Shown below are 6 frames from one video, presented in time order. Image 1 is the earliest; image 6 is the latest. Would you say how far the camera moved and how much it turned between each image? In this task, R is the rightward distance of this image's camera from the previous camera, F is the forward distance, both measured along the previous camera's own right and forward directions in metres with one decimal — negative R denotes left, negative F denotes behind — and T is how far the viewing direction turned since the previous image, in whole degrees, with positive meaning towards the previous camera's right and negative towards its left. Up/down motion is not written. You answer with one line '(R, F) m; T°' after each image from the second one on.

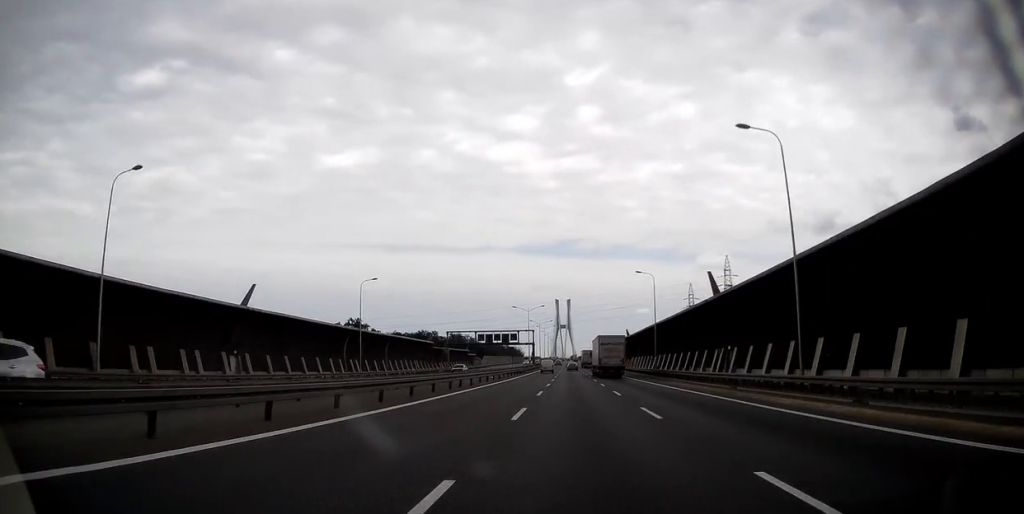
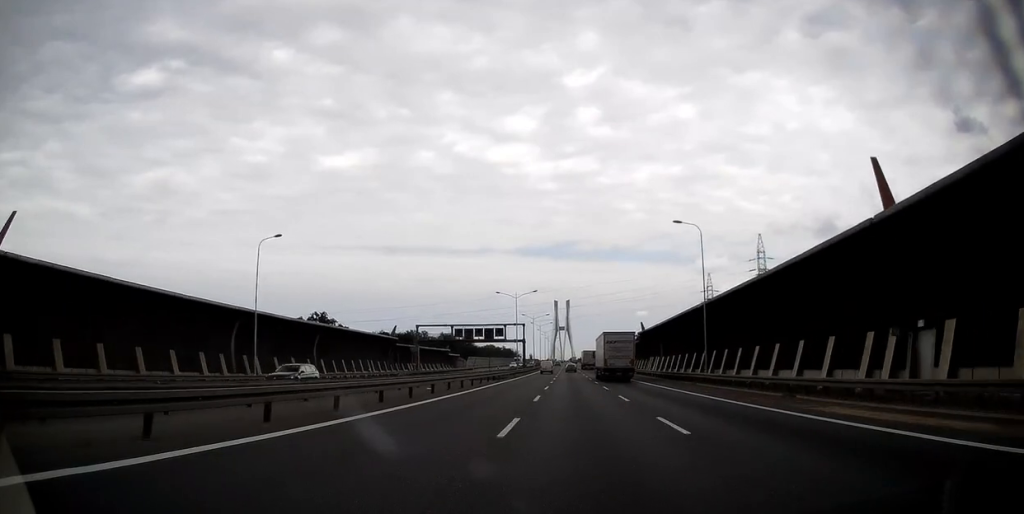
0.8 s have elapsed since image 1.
(0.0, +27.4) m; 0°
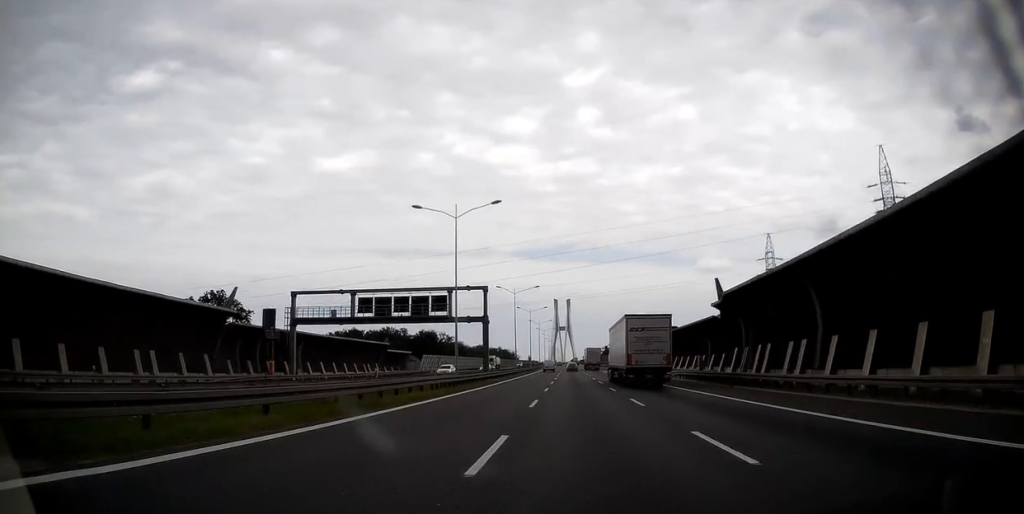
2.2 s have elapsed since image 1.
(+0.3, +52.2) m; 0°
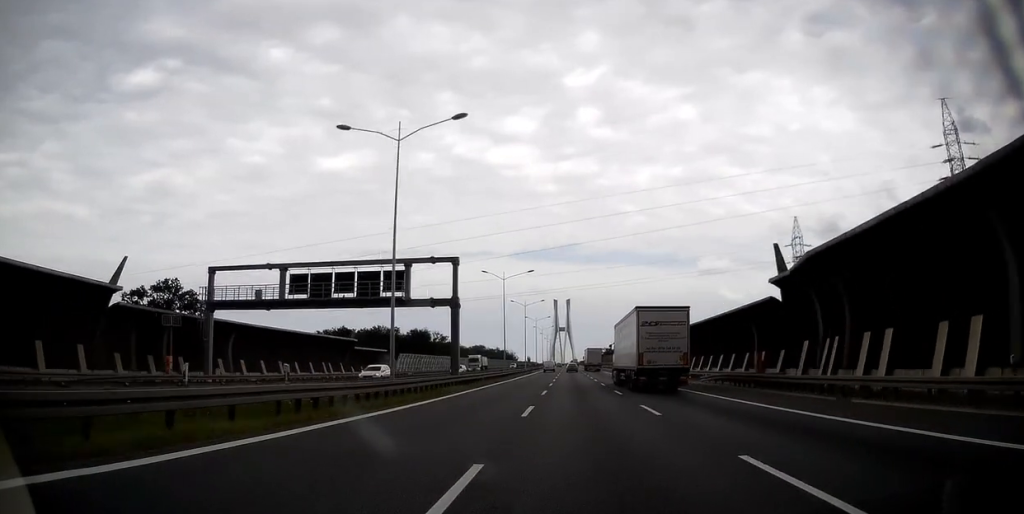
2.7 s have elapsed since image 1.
(0.0, +15.4) m; 0°
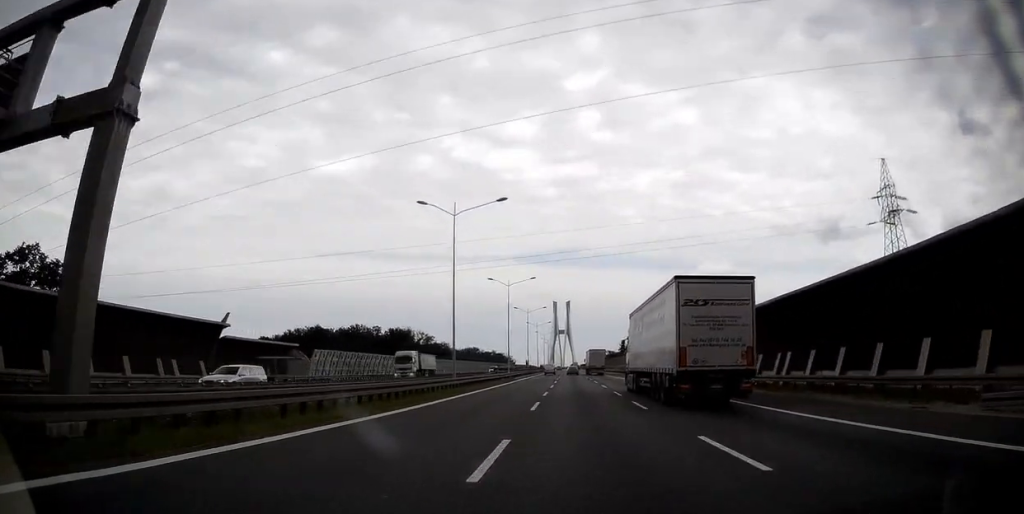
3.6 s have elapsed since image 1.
(-0.2, +33.1) m; 0°
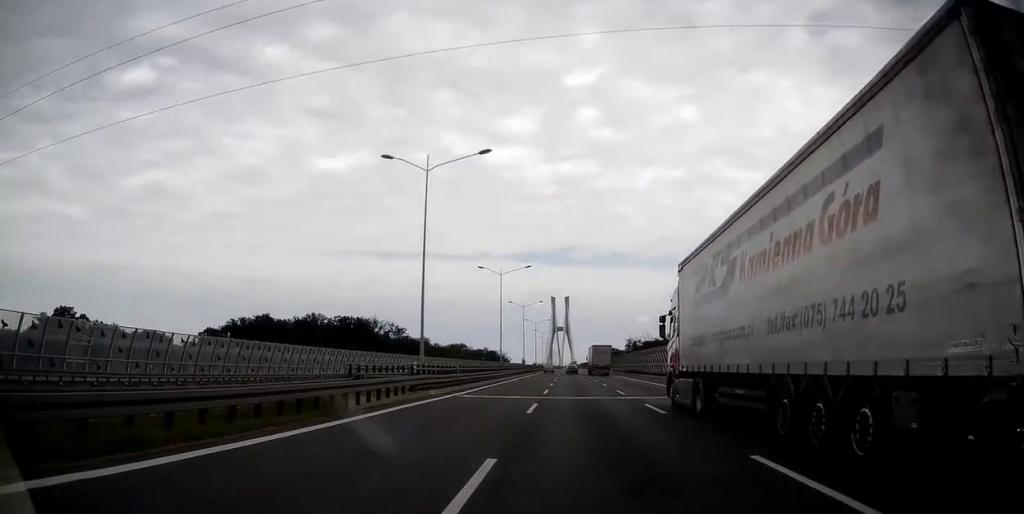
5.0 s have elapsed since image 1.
(+0.1, +48.4) m; 0°
